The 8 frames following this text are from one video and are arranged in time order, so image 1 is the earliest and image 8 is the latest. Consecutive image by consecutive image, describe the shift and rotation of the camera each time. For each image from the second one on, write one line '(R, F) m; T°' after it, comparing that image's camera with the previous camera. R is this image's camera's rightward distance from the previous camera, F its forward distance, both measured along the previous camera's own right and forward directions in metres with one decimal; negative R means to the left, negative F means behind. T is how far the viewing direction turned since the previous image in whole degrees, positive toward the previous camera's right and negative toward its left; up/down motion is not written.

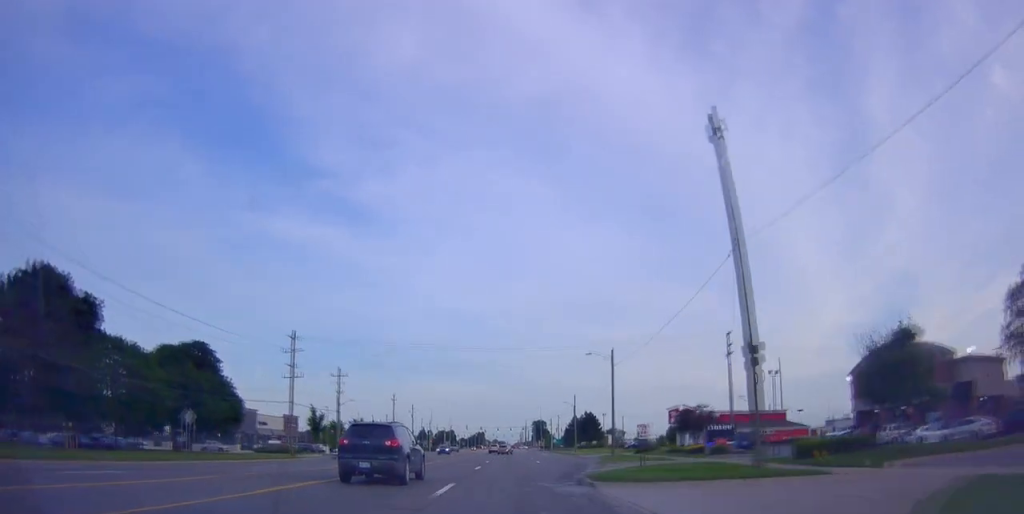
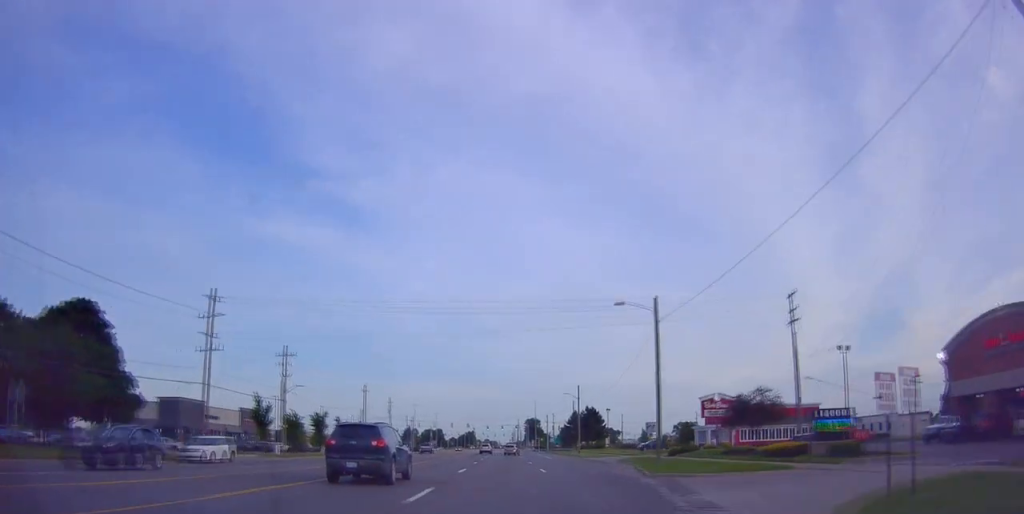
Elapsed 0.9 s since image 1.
(0.0, +17.9) m; 0°
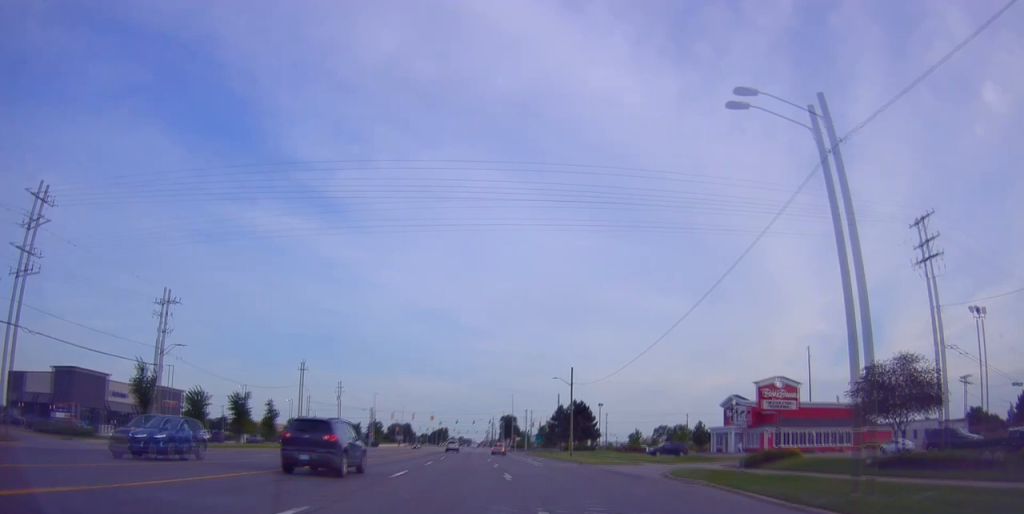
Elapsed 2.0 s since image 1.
(+0.1, +21.4) m; +1°
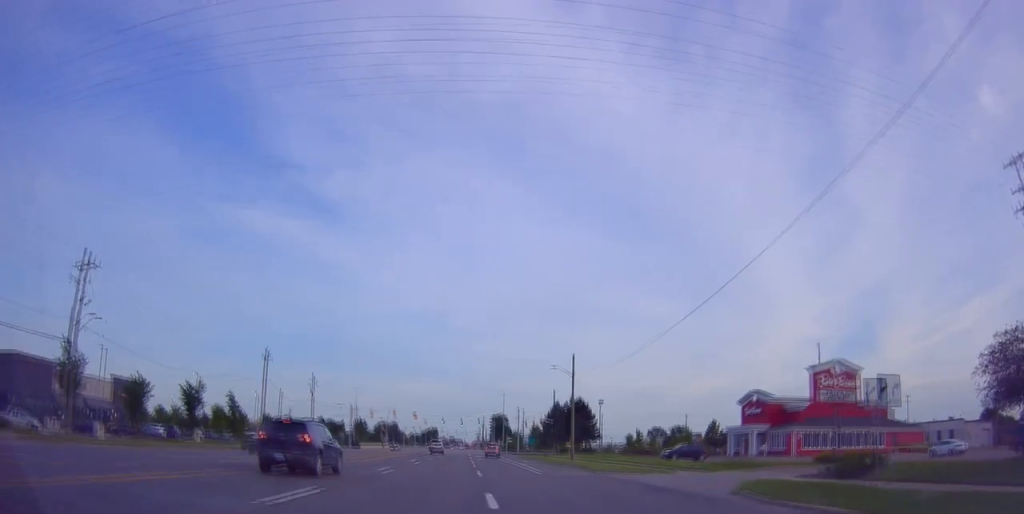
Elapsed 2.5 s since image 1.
(+0.1, +10.2) m; 0°
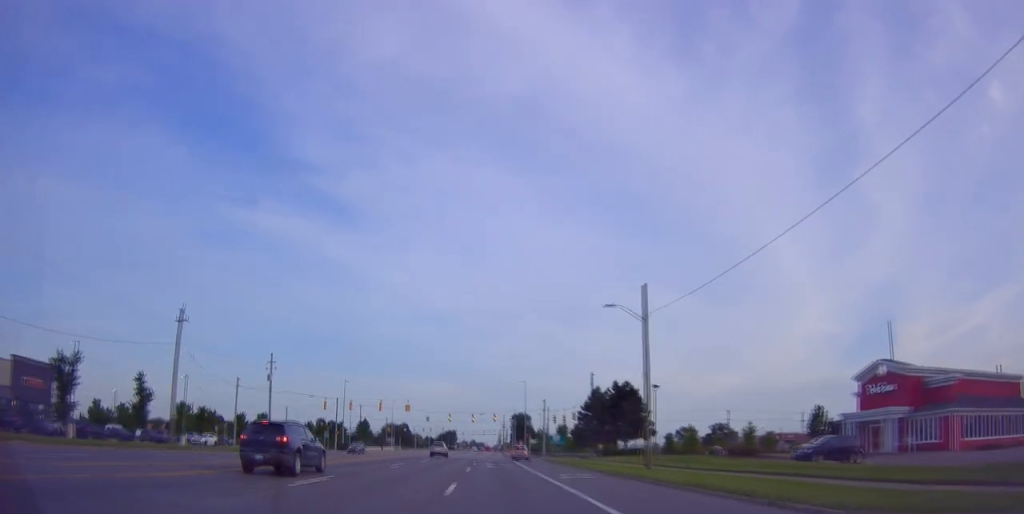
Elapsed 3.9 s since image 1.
(0.0, +25.2) m; +1°
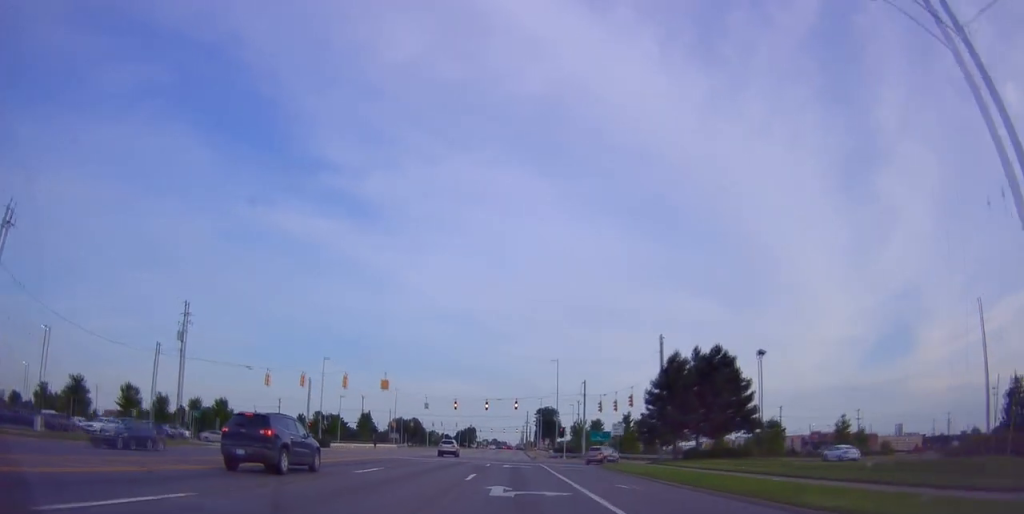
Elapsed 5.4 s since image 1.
(+0.4, +28.1) m; -1°
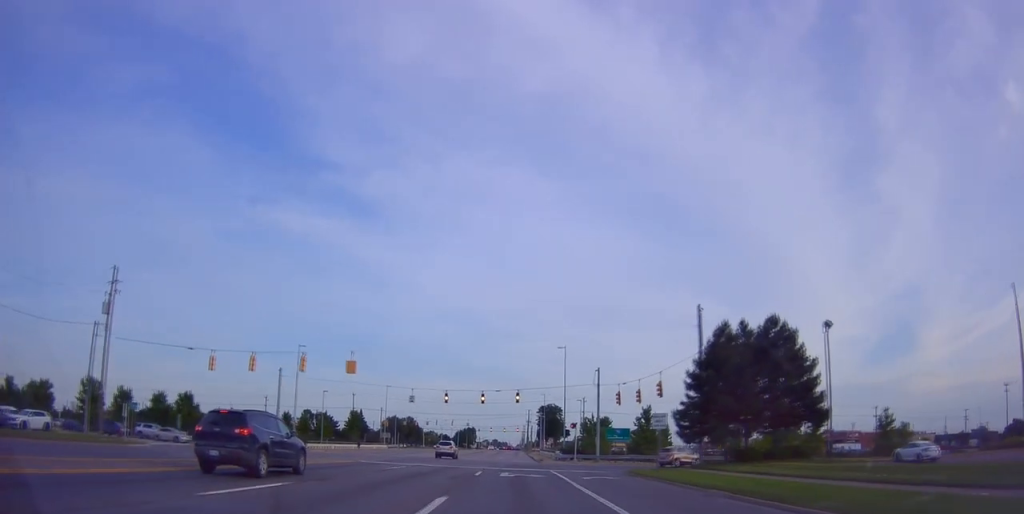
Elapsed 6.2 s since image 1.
(-0.4, +14.0) m; -4°
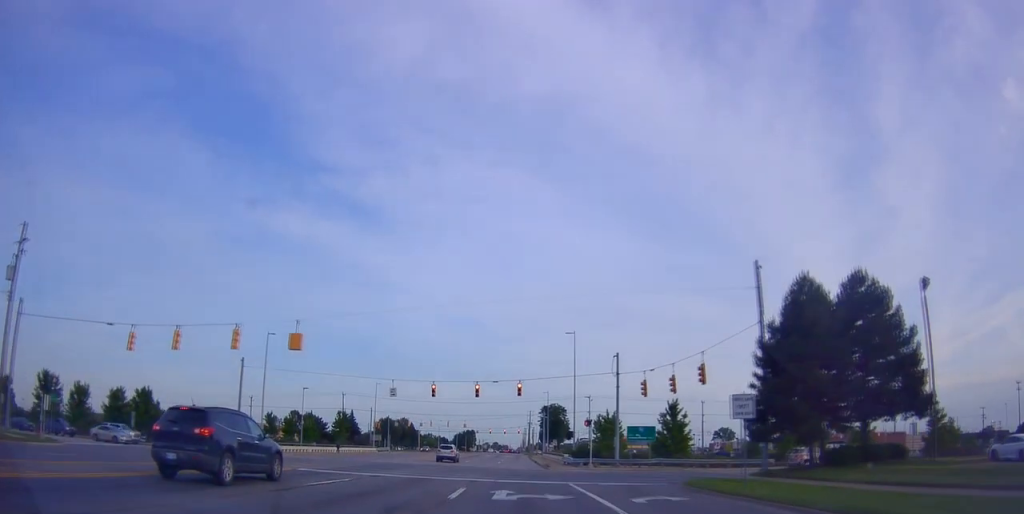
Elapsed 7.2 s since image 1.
(-0.7, +14.5) m; -4°
